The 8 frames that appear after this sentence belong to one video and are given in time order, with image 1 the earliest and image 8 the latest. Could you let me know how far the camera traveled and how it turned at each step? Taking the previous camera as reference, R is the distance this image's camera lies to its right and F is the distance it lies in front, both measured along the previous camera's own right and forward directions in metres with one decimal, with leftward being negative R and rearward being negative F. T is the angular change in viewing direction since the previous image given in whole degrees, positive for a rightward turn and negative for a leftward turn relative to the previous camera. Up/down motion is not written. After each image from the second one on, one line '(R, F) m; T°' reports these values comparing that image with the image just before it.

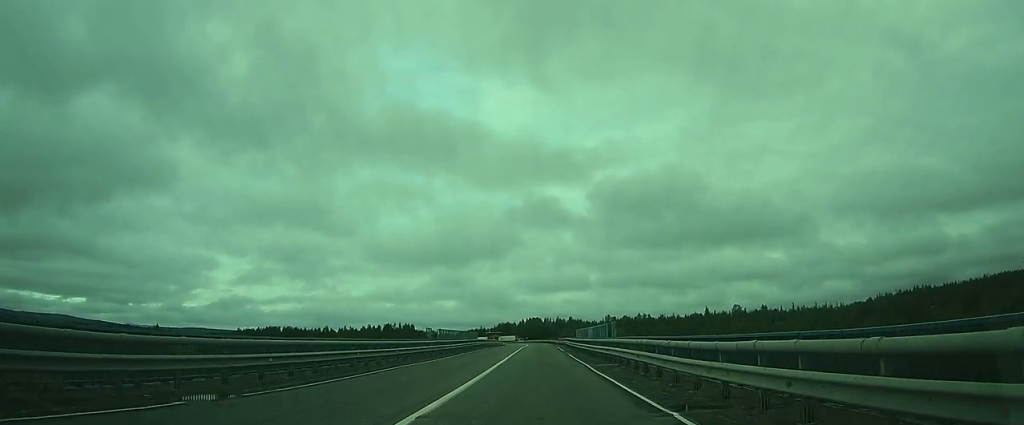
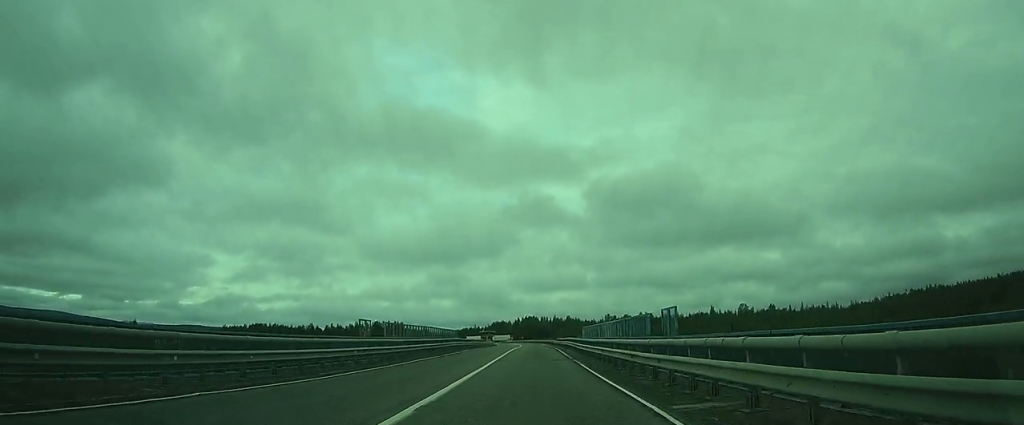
(-0.4, +16.9) m; -5°
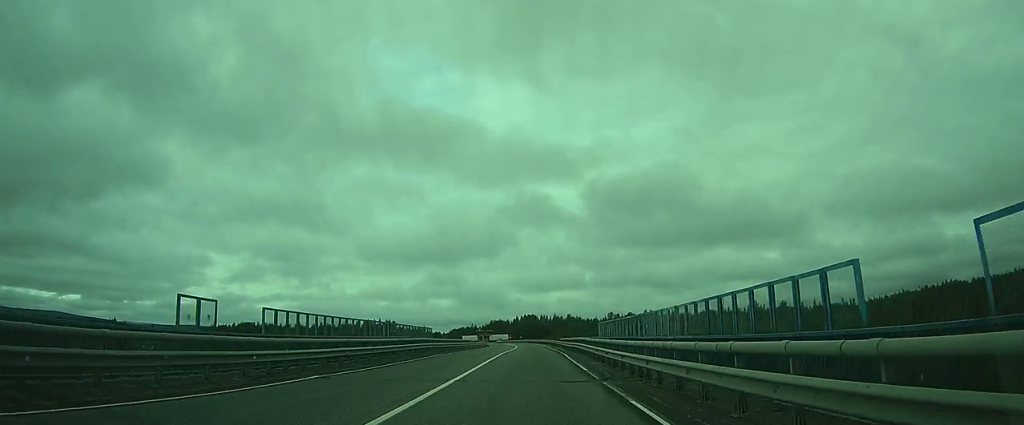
(-1.1, +15.8) m; -3°
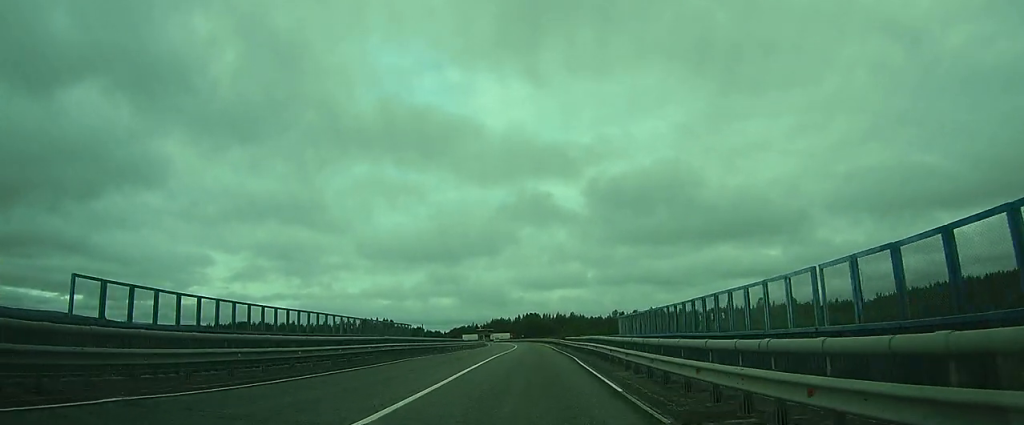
(-0.2, +9.1) m; -1°
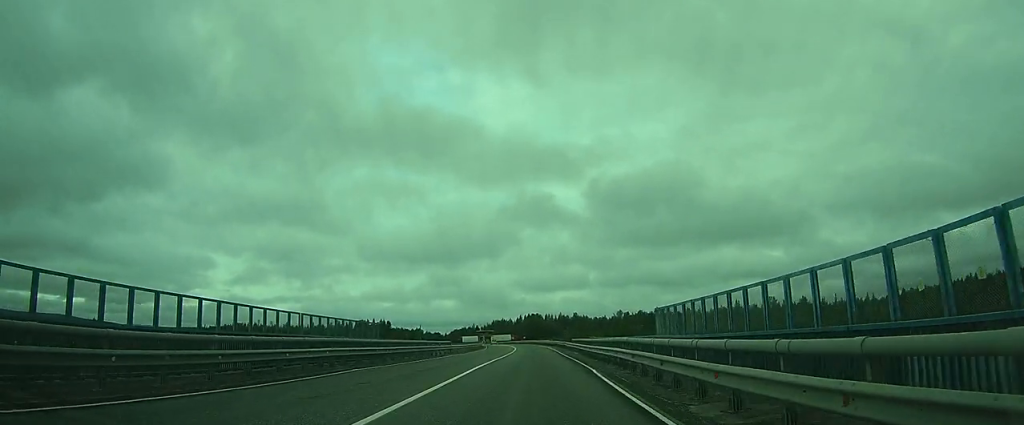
(+0.1, +9.0) m; 0°
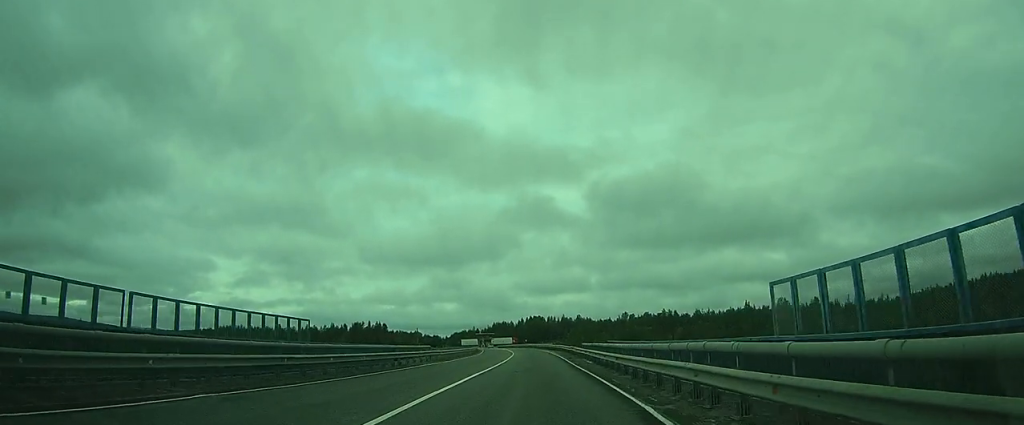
(0.0, +10.2) m; 0°
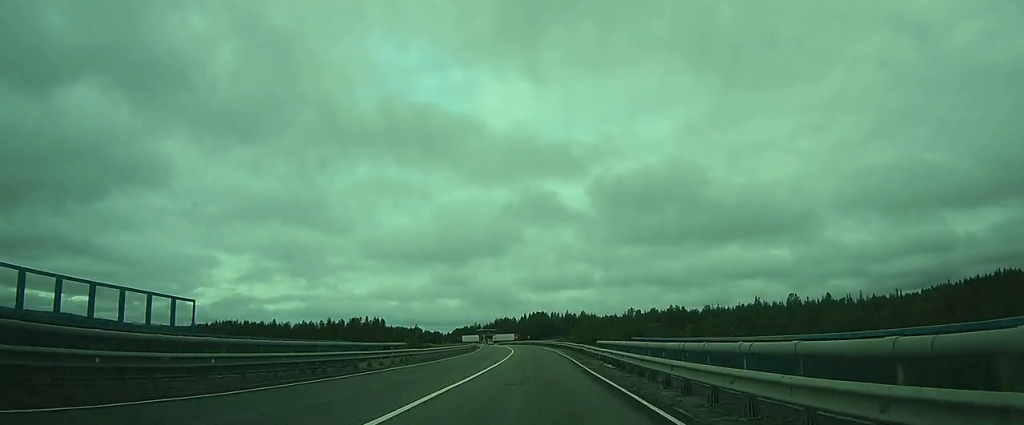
(0.0, +8.0) m; 0°
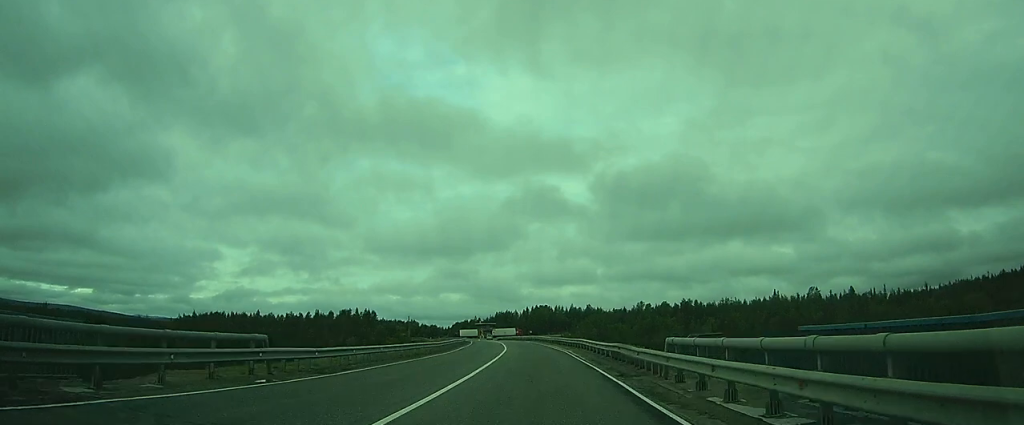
(0.0, +16.1) m; 0°
